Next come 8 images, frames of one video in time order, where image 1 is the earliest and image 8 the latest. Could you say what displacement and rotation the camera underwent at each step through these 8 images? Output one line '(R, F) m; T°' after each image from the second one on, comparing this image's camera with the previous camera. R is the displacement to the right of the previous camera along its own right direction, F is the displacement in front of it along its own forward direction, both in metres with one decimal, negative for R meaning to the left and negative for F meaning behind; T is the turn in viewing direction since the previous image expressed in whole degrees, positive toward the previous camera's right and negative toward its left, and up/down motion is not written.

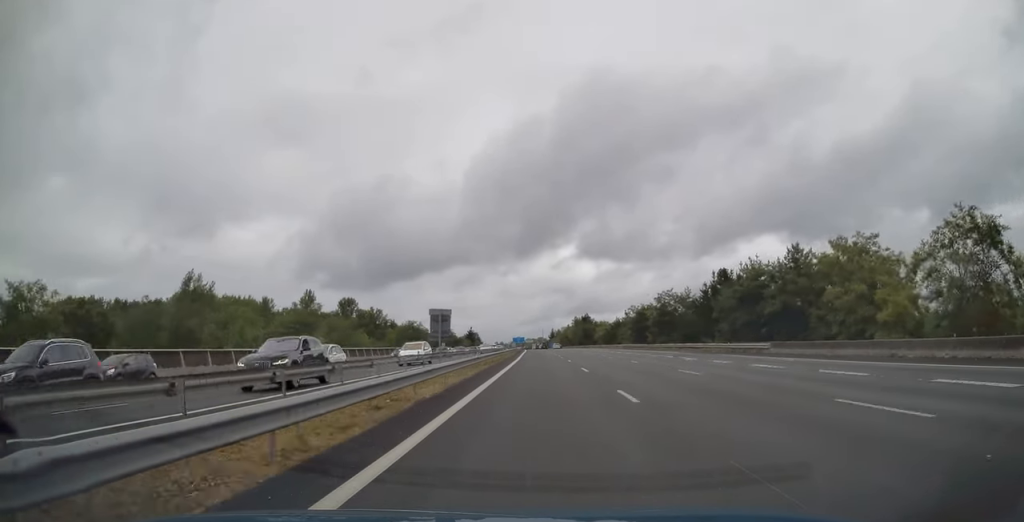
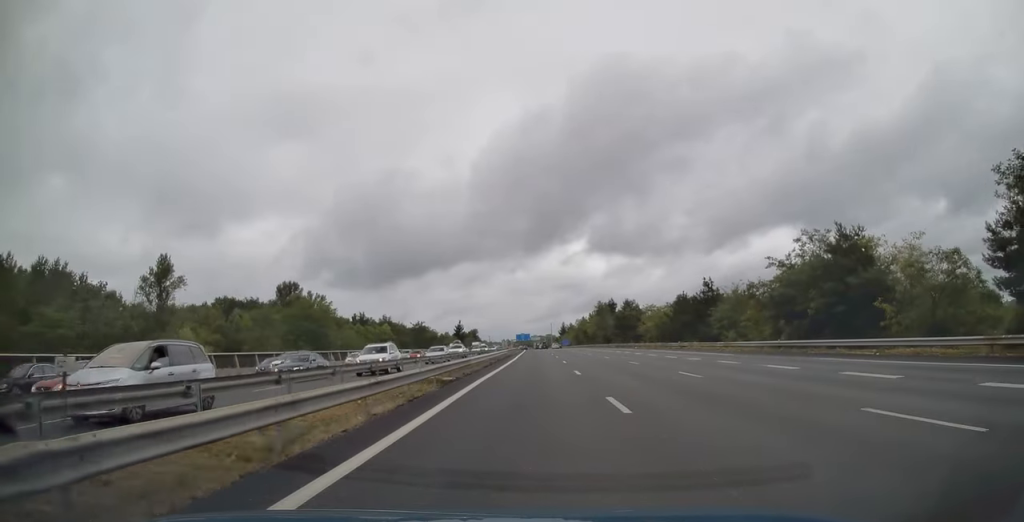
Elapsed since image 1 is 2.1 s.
(-0.4, +67.0) m; -1°
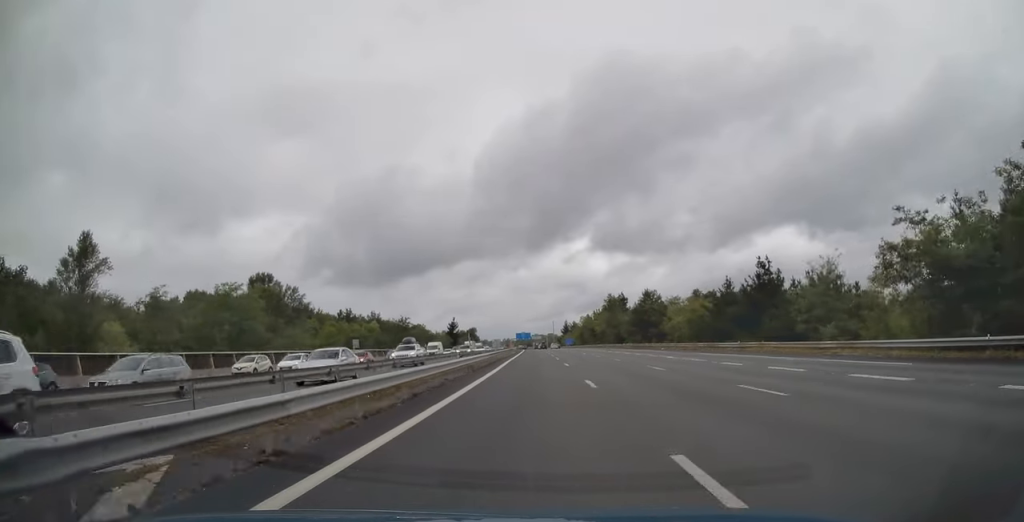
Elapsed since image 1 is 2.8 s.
(-0.1, +20.1) m; 0°
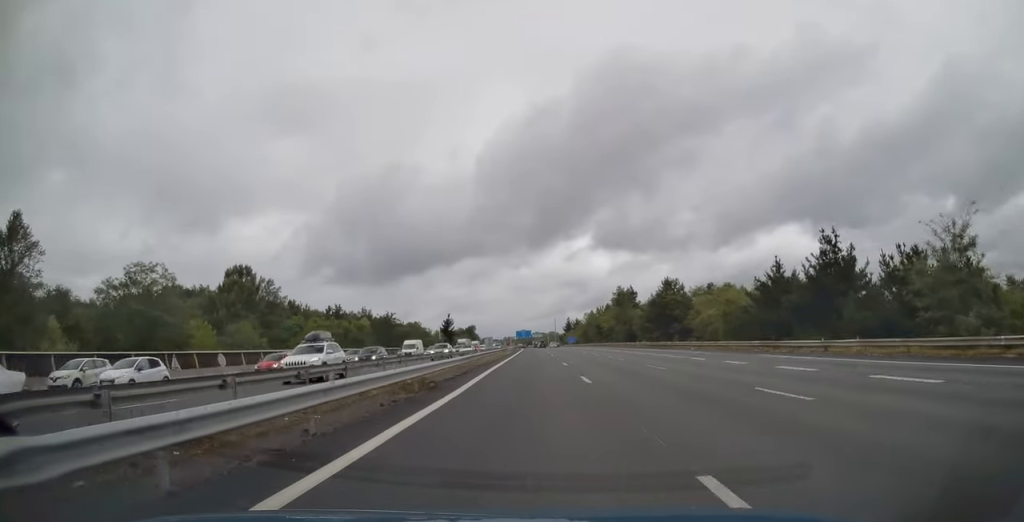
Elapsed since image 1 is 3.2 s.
(-0.1, +14.3) m; 0°
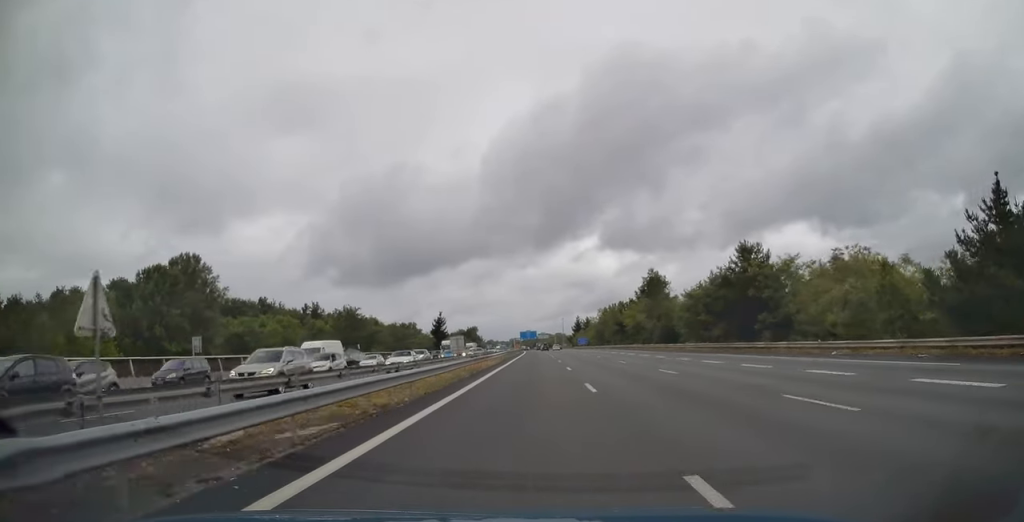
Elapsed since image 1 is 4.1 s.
(0.0, +28.6) m; 0°
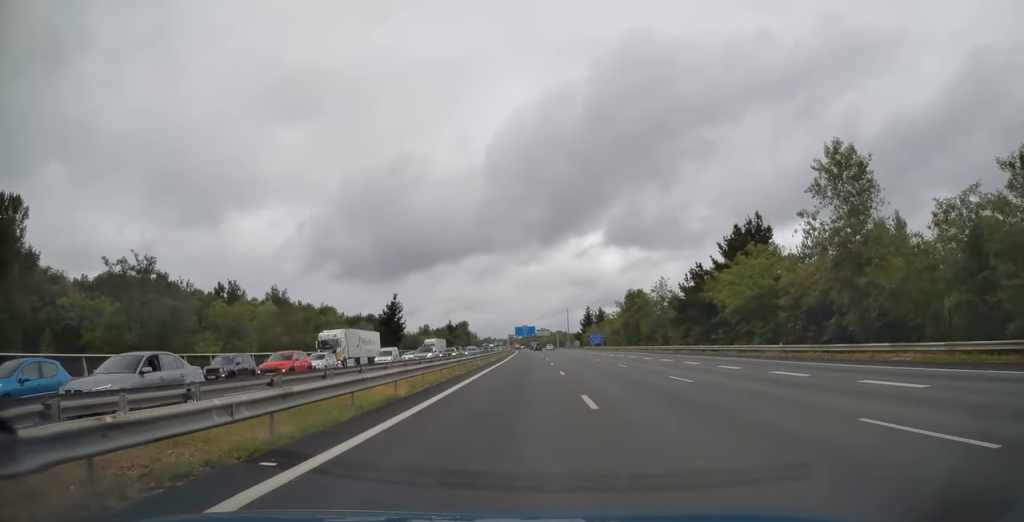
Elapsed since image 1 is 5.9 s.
(-0.4, +56.2) m; -1°
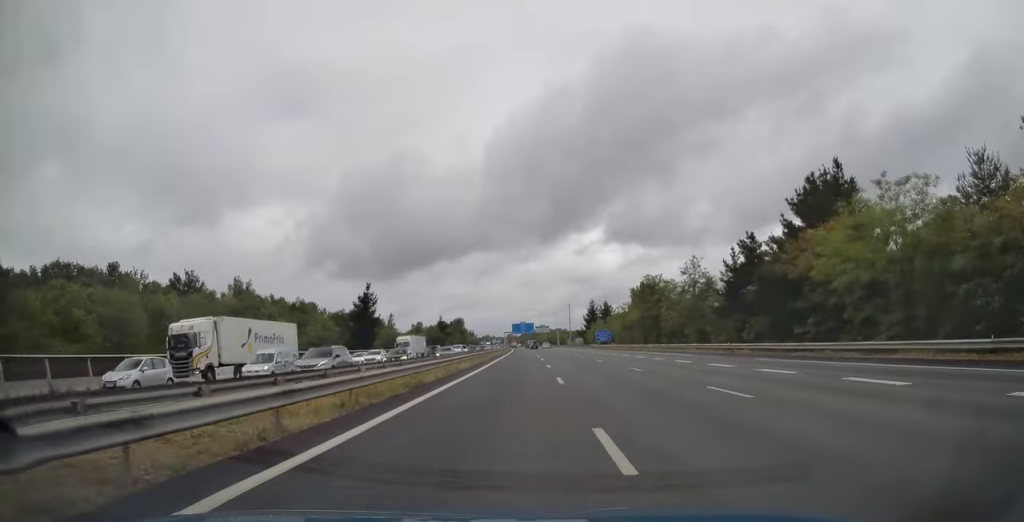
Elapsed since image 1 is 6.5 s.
(0.0, +19.1) m; 0°
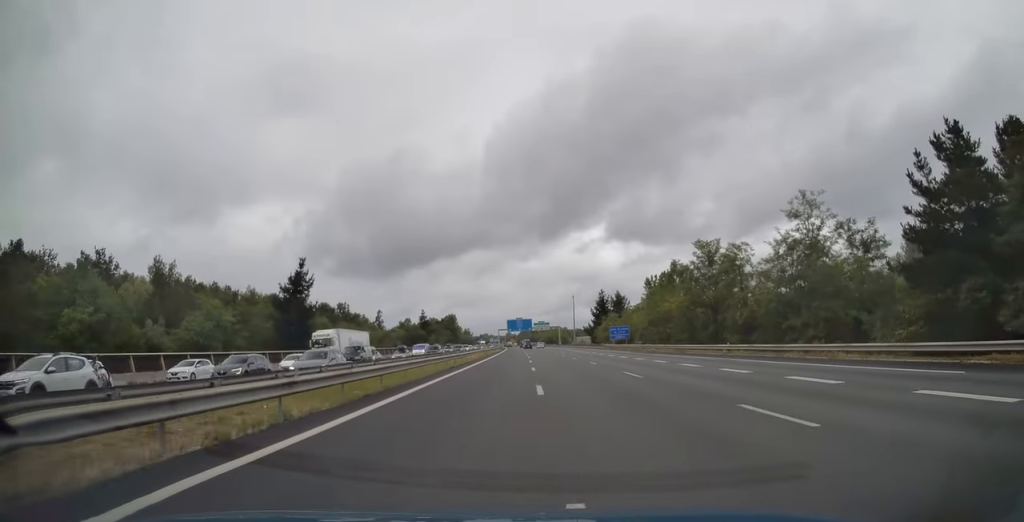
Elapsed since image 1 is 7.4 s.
(-0.1, +30.2) m; 0°
